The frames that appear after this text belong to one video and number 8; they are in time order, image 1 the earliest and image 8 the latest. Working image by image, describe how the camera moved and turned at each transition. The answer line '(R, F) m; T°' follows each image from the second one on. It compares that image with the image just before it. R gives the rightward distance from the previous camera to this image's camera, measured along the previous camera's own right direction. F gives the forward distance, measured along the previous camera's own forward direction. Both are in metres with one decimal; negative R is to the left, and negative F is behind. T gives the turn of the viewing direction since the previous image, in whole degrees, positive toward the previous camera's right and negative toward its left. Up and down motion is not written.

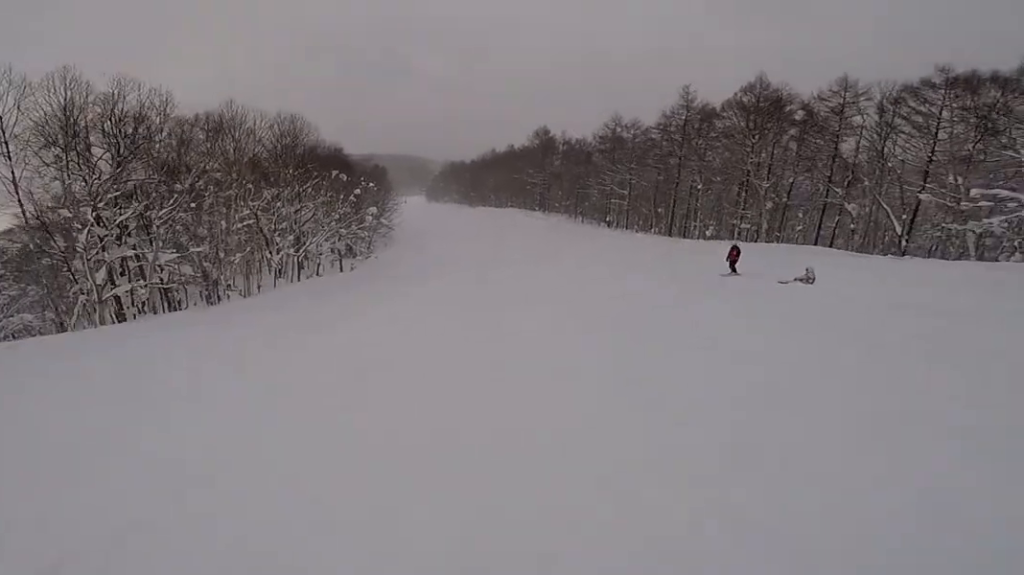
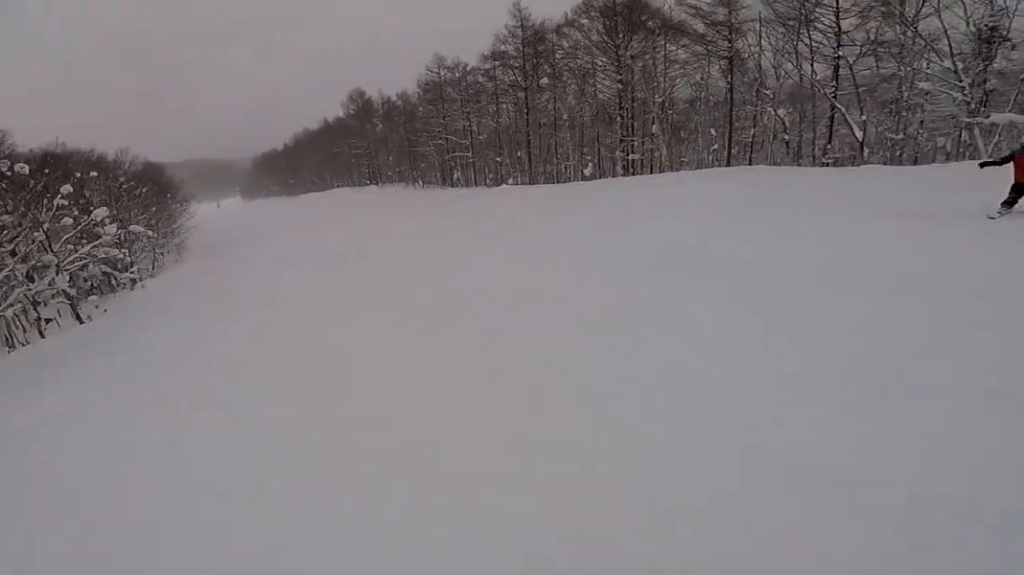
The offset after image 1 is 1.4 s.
(+0.7, +15.9) m; +9°
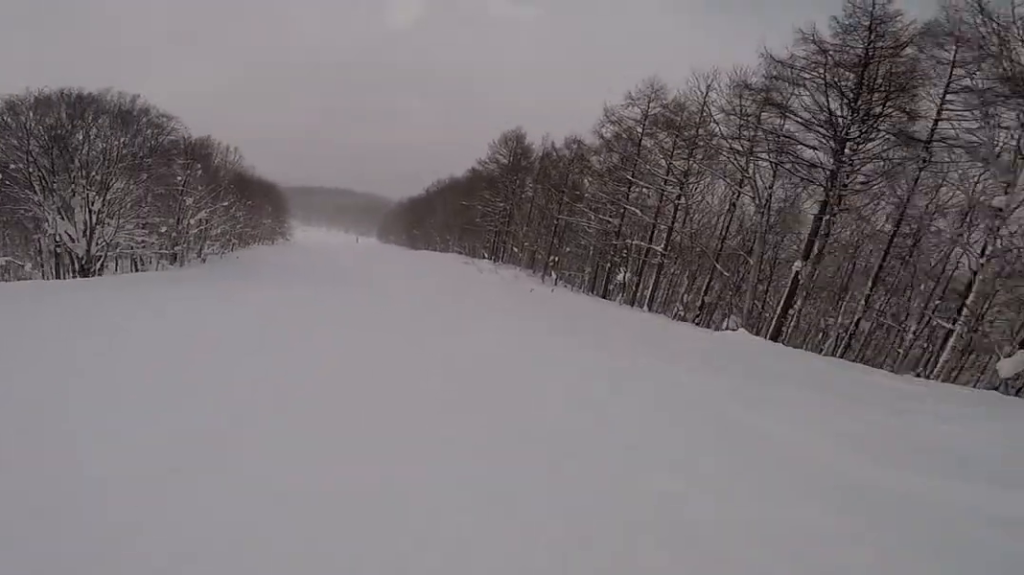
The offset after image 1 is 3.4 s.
(+0.1, +24.5) m; -11°
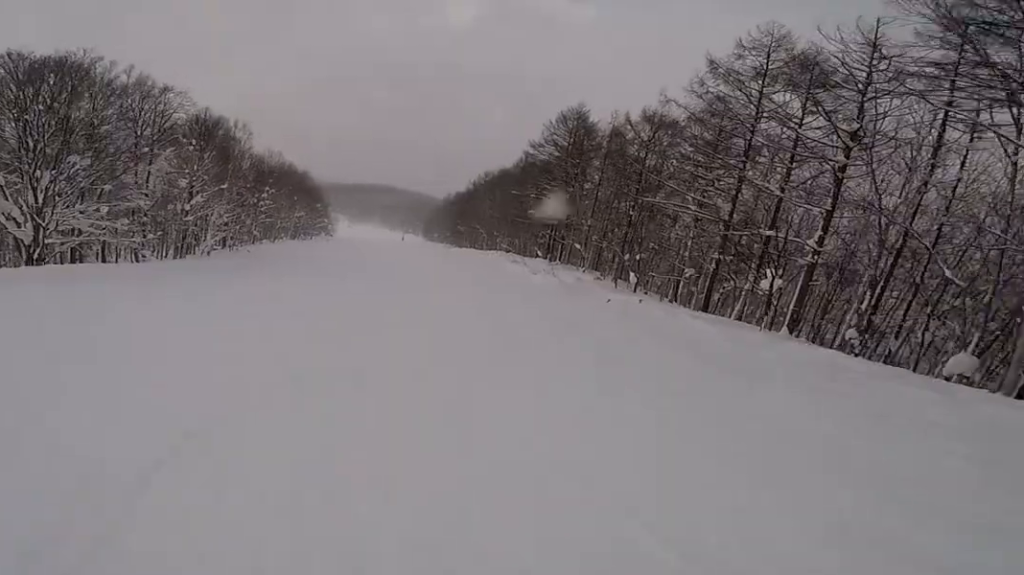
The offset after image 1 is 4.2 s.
(-1.1, +9.8) m; -7°
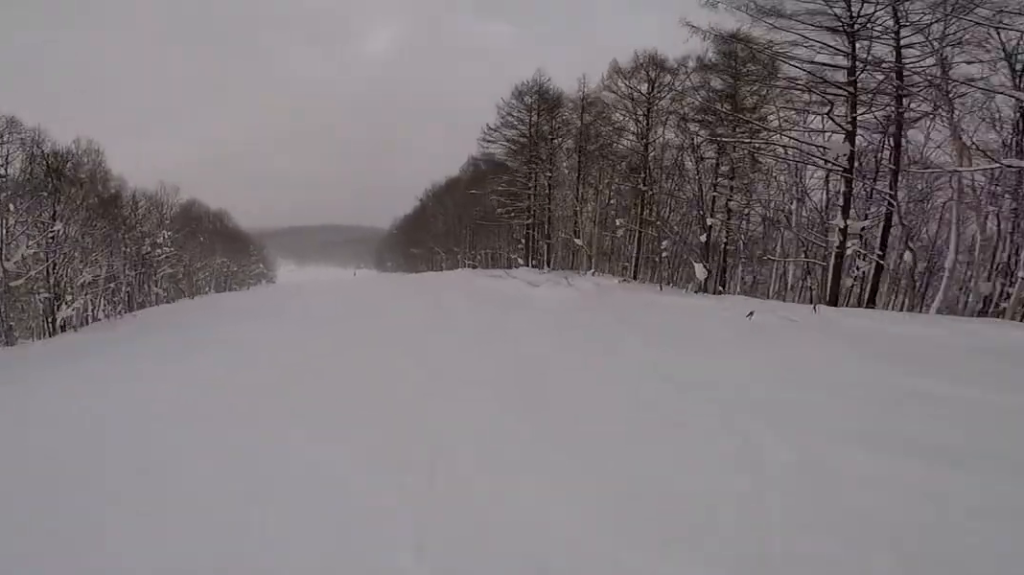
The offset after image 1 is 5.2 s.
(0.0, +12.6) m; 0°
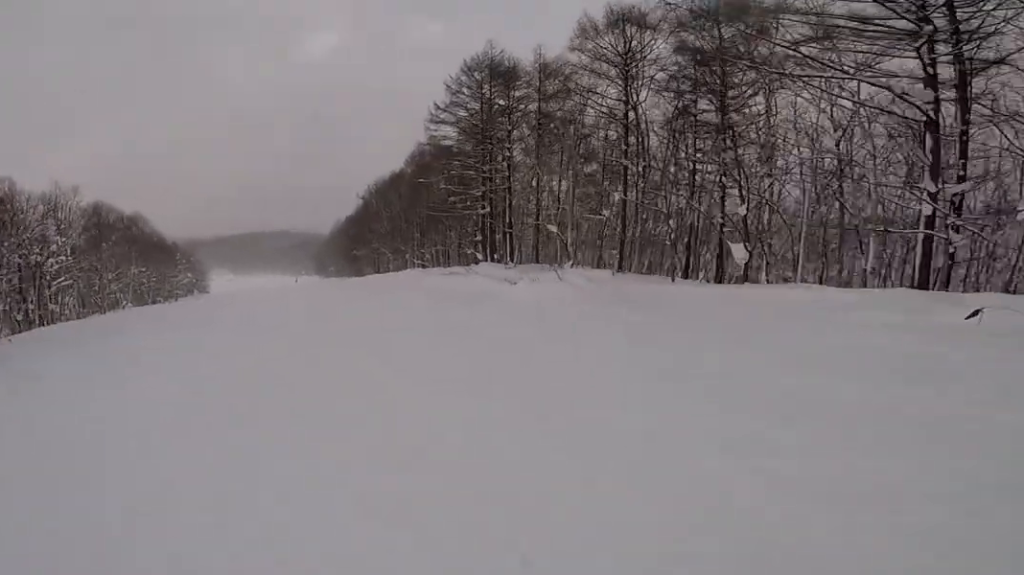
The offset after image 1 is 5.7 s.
(0.0, +5.8) m; 0°
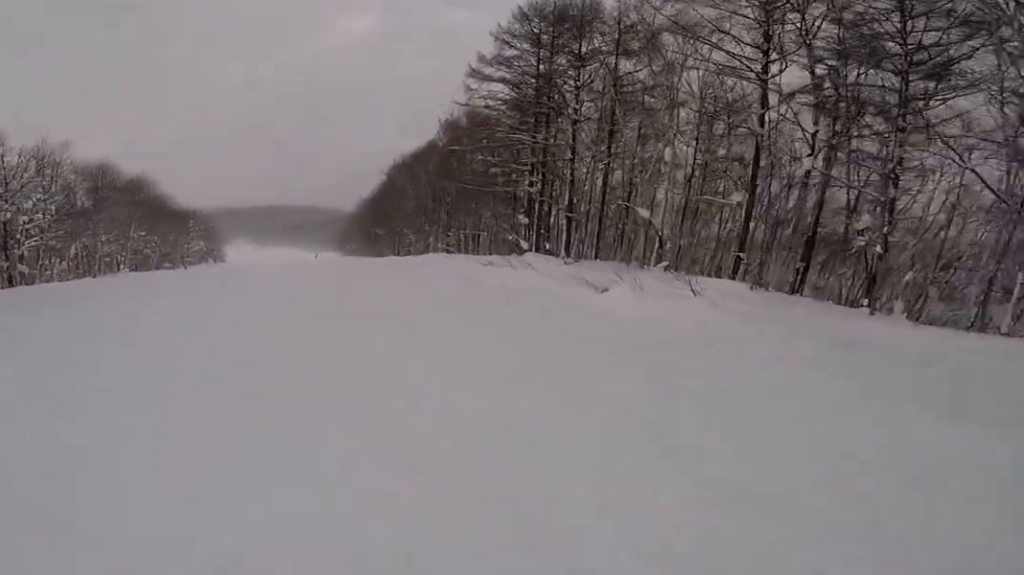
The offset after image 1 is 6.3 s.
(0.0, +6.9) m; -1°
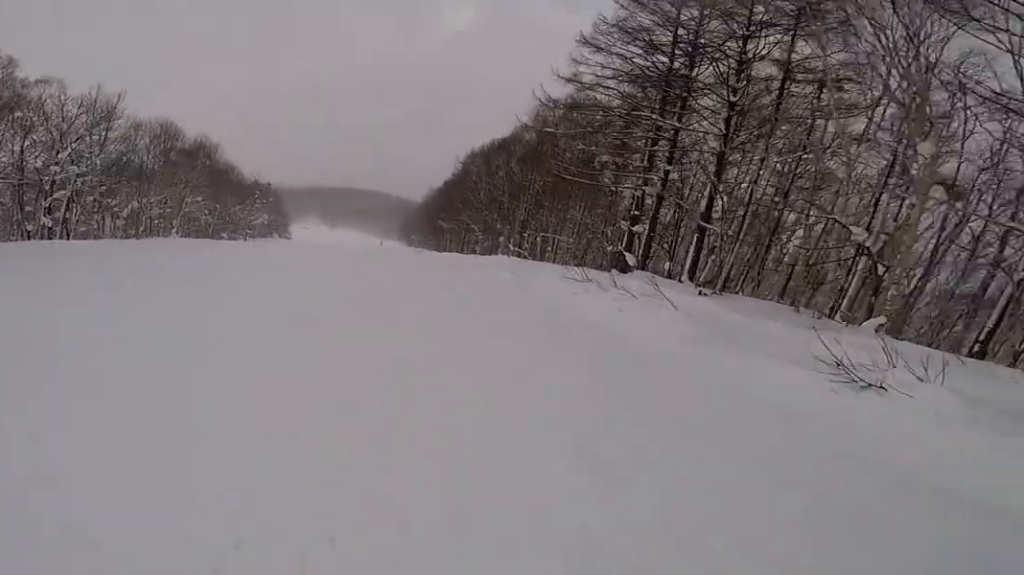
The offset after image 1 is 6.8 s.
(+0.1, +6.0) m; -2°
